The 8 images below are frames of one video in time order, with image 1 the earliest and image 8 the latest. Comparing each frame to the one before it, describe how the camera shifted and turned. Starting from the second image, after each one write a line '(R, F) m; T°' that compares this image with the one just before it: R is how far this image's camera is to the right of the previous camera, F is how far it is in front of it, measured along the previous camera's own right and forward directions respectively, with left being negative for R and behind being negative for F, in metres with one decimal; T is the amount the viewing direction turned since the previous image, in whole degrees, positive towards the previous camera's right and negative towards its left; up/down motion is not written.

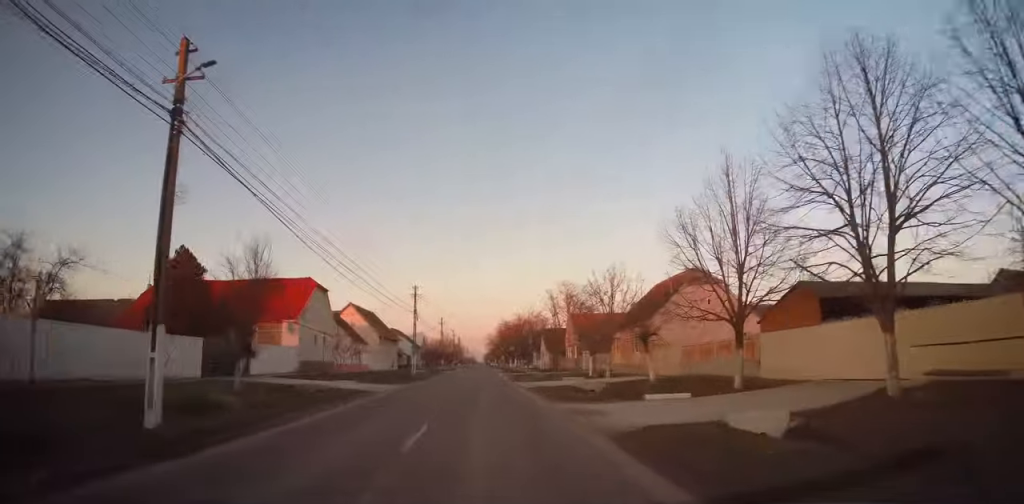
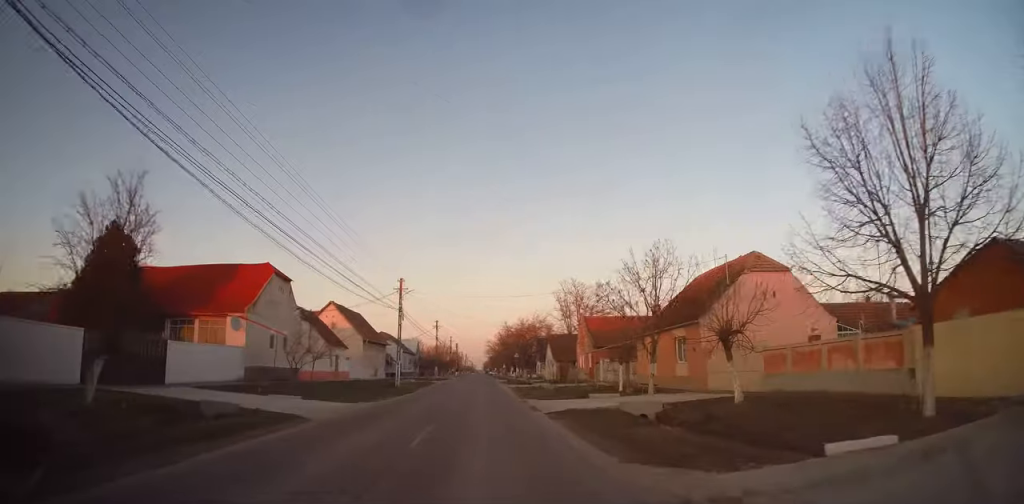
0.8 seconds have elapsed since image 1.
(+0.3, +8.1) m; +1°
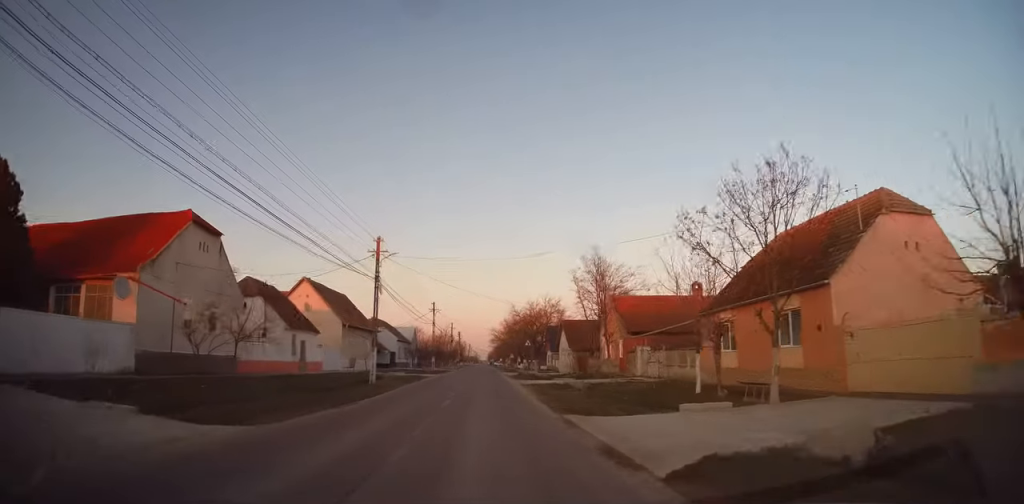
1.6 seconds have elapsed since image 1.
(-0.3, +9.8) m; -1°
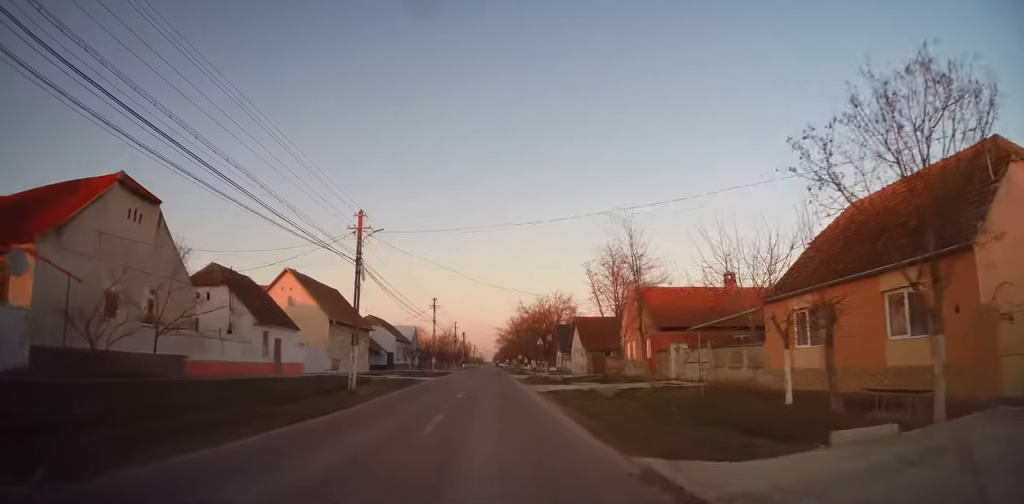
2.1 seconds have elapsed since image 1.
(0.0, +5.6) m; 0°
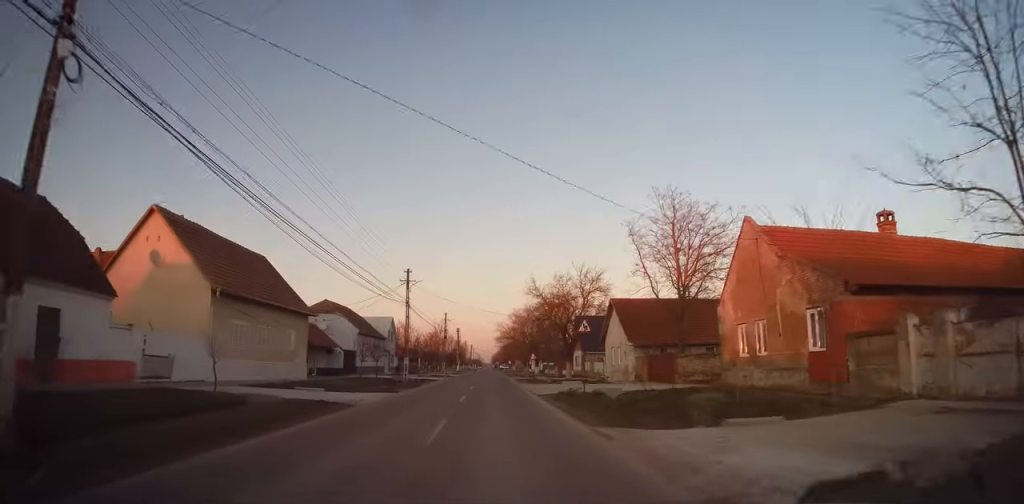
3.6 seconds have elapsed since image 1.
(0.0, +18.4) m; 0°
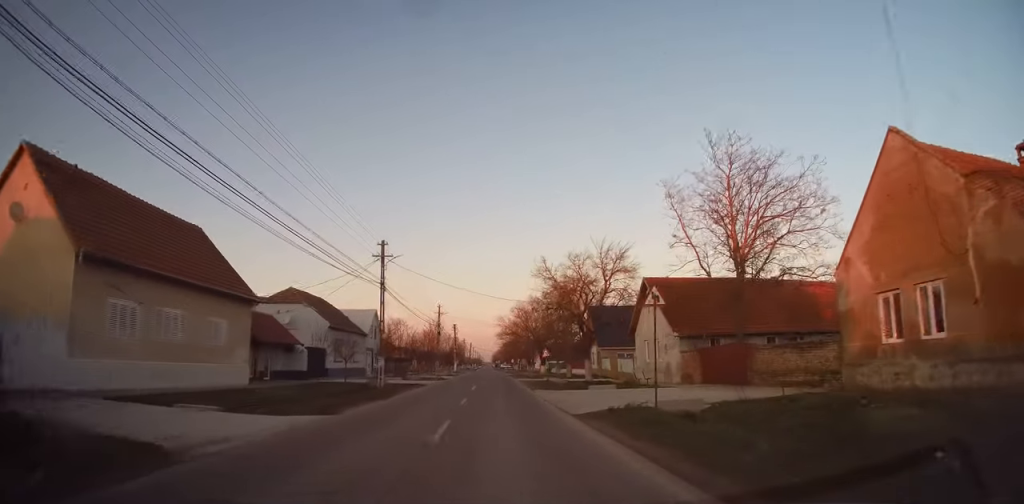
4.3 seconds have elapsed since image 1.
(0.0, +9.1) m; -1°
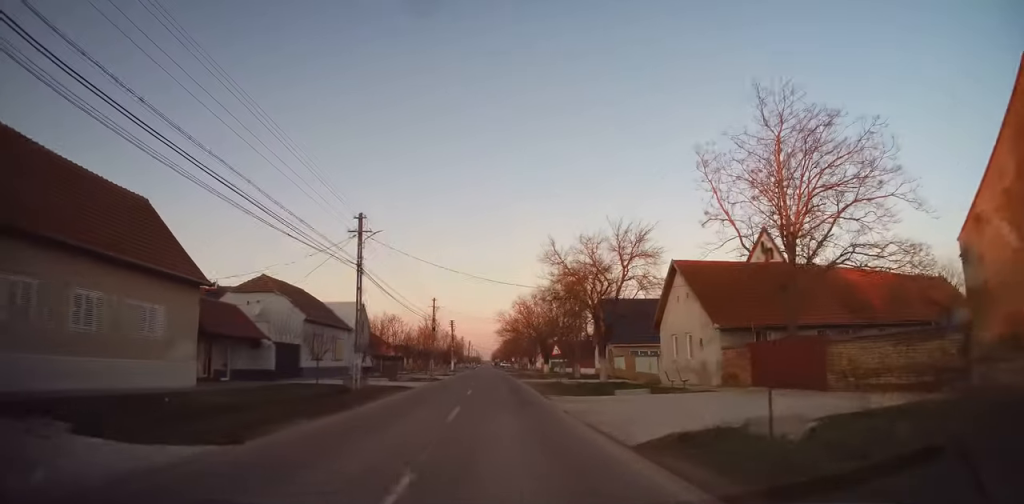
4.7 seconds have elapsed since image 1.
(+0.1, +5.2) m; -1°
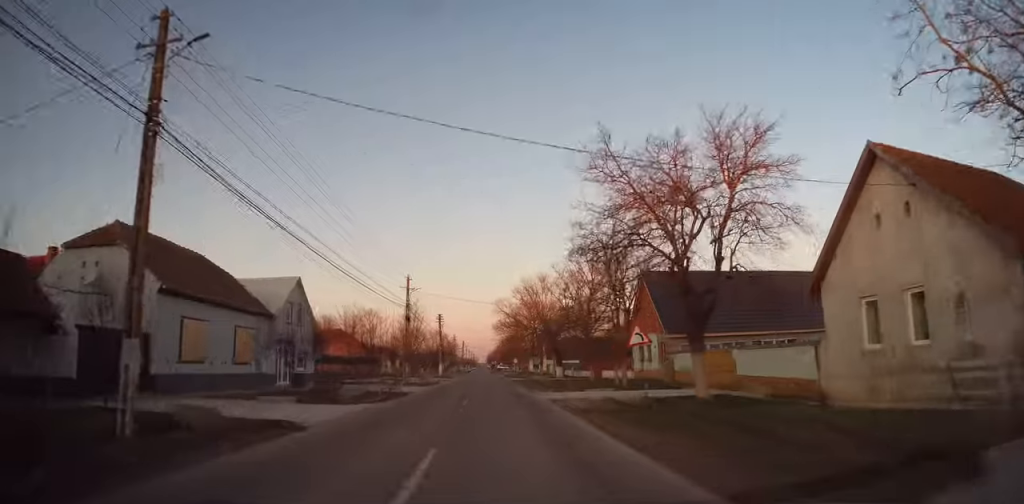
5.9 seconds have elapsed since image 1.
(-0.1, +15.6) m; +2°
